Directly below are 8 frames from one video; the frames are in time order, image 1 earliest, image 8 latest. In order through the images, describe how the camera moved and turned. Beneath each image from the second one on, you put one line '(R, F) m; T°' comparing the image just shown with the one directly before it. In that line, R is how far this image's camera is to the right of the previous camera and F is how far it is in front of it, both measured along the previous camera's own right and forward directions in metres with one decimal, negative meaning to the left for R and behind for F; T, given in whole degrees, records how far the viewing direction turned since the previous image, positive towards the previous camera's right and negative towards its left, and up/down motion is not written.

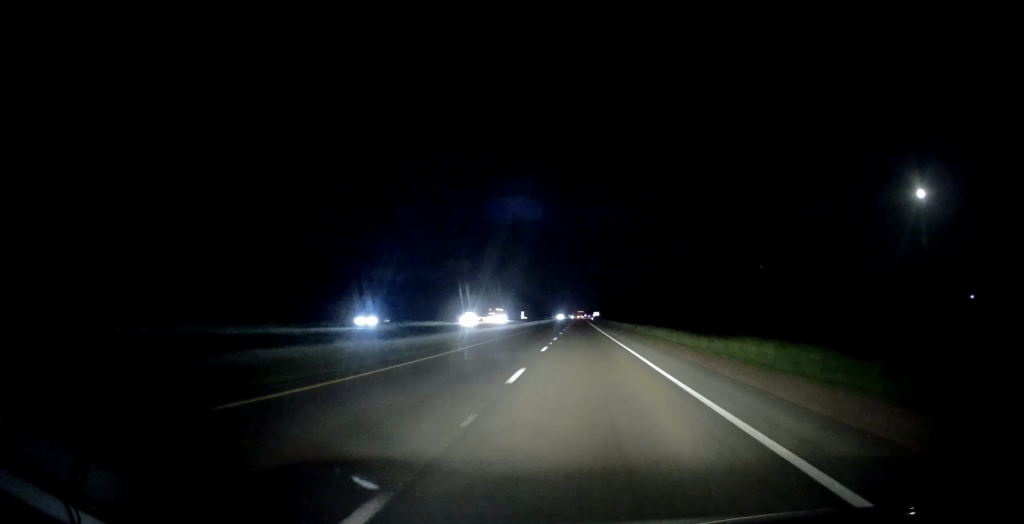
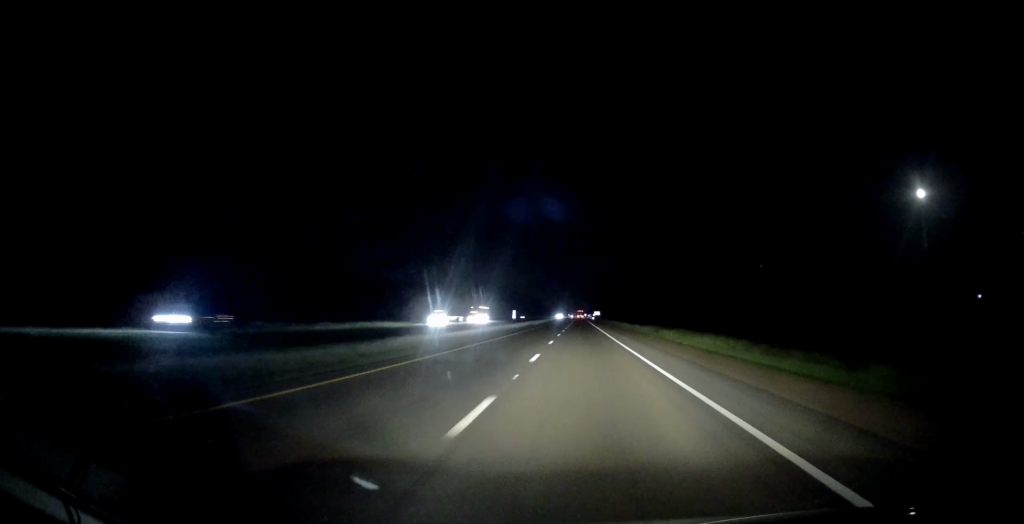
(-0.2, +18.8) m; 0°
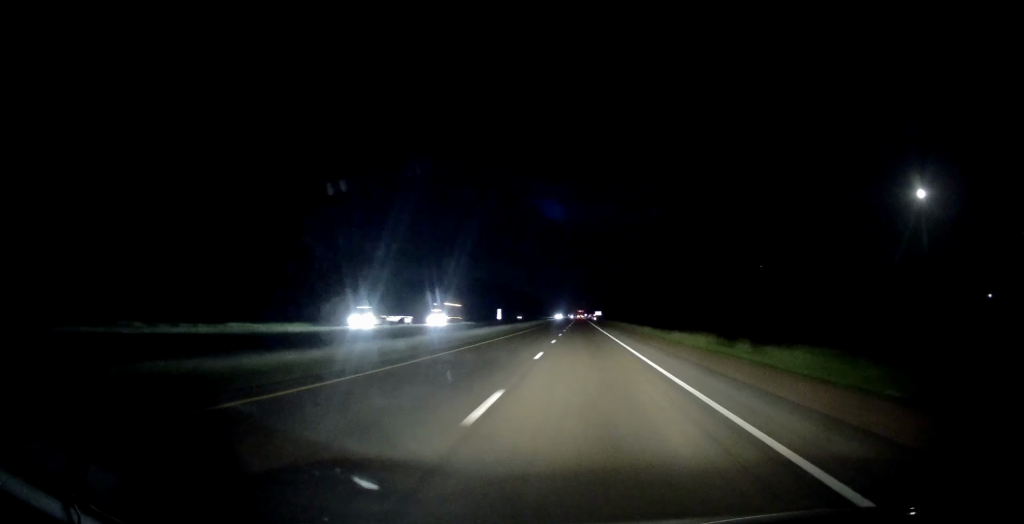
(+0.6, +23.1) m; 0°
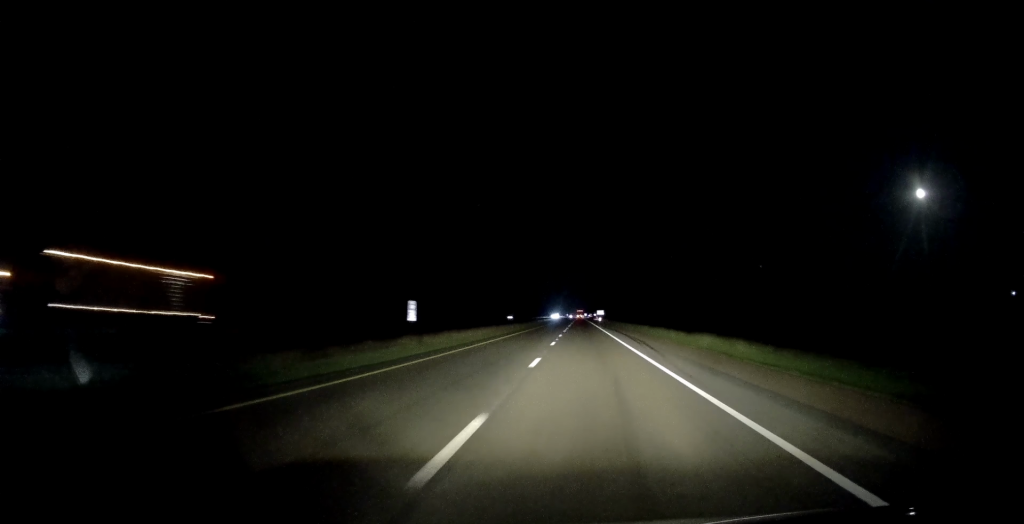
(-0.7, +51.5) m; 0°
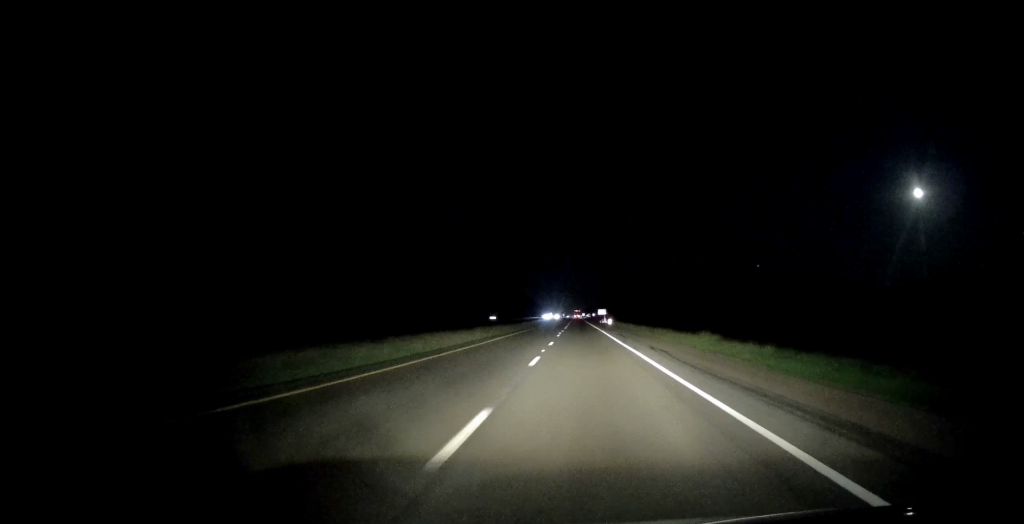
(+0.9, +59.9) m; +1°
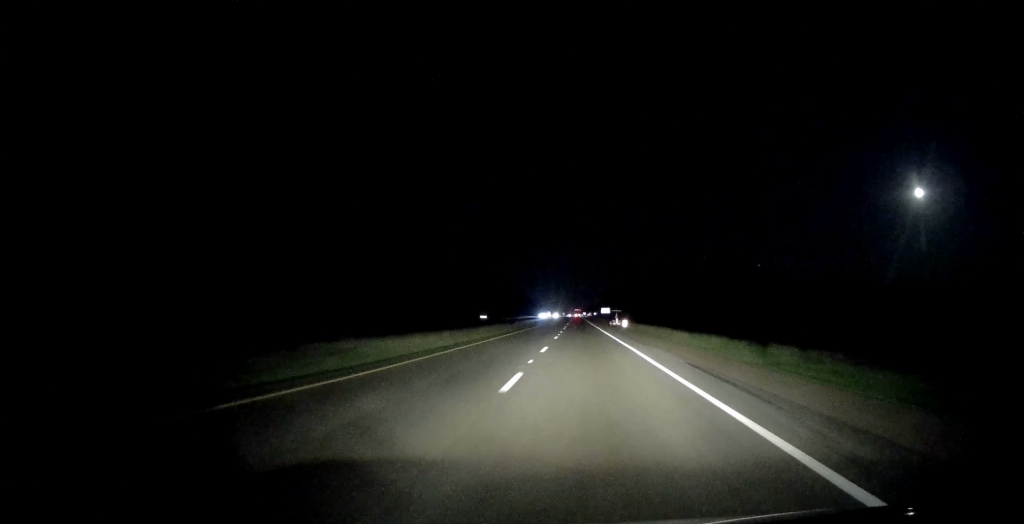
(-0.2, +30.4) m; -1°
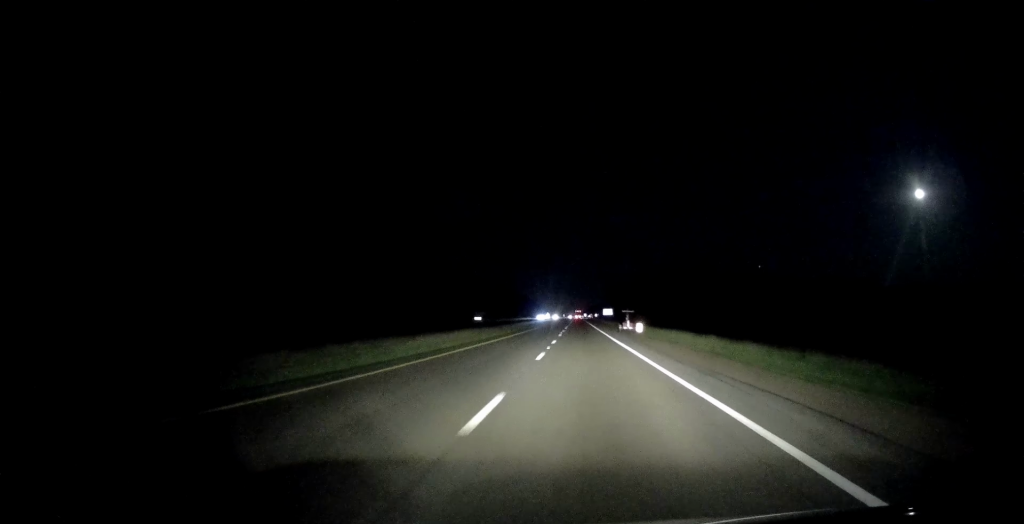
(-0.4, +15.7) m; 0°
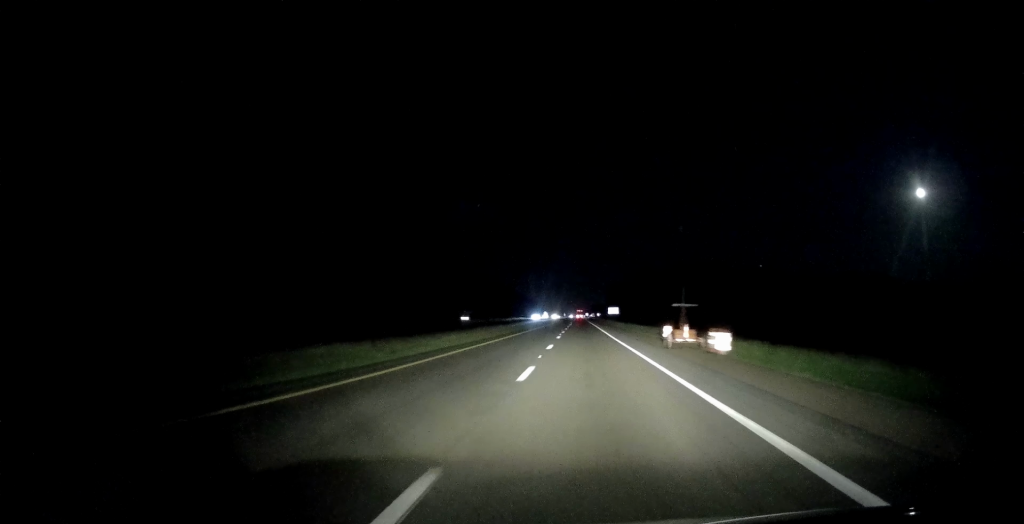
(+0.4, +30.3) m; 0°
